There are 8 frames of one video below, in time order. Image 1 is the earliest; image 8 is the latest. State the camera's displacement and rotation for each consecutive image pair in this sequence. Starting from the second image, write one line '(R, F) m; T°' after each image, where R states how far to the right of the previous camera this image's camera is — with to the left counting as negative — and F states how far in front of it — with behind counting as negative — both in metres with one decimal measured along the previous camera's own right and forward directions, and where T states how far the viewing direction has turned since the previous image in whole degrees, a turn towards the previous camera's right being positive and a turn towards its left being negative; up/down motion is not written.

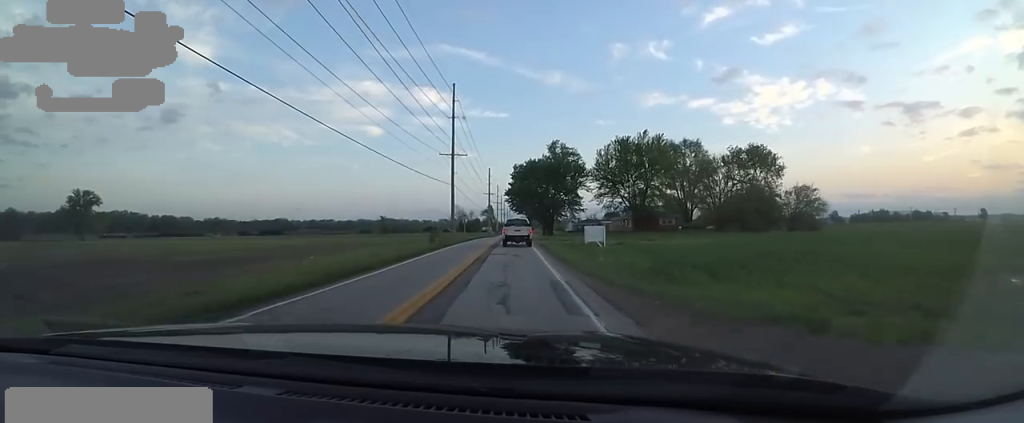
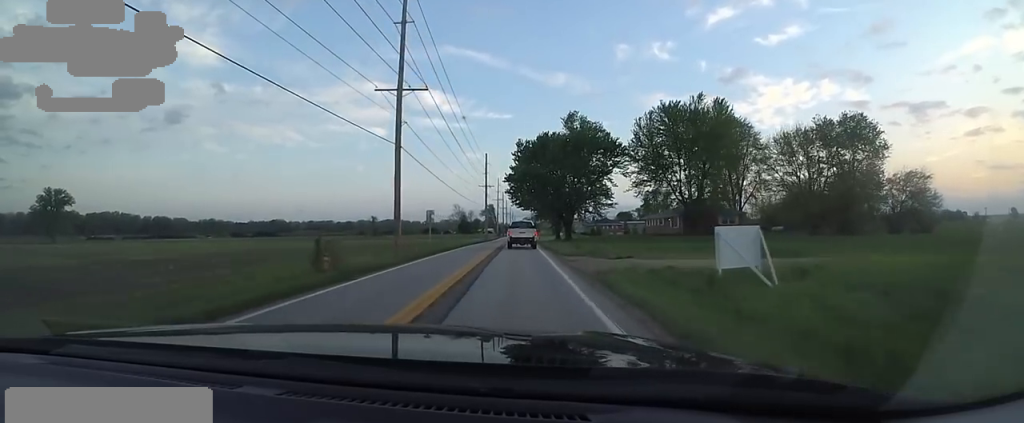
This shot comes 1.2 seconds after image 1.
(+0.7, +23.5) m; 0°
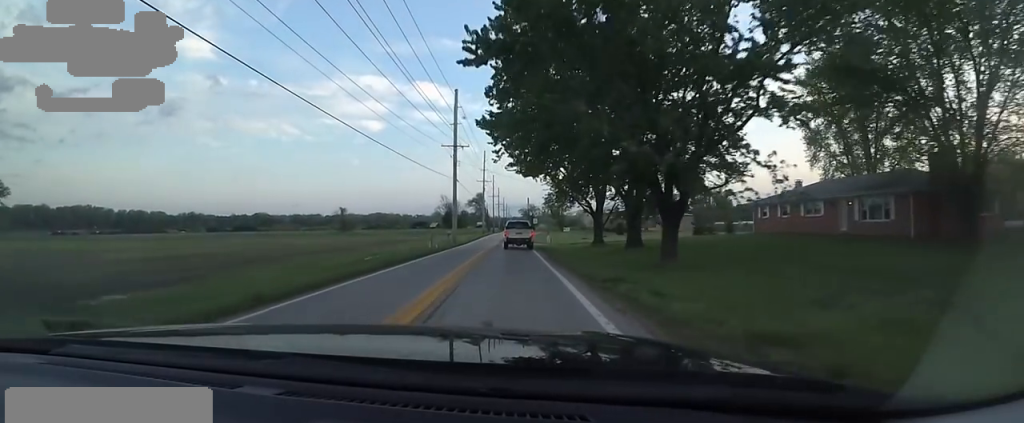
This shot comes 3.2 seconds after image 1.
(-1.2, +39.7) m; -2°
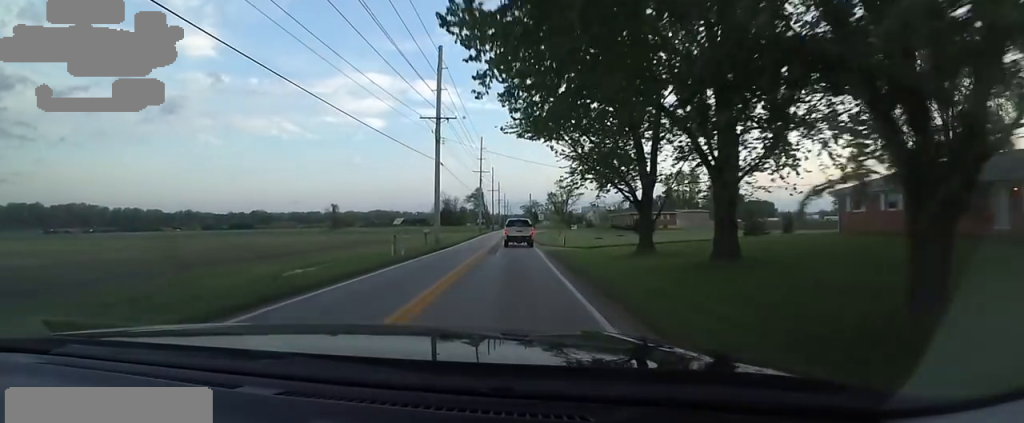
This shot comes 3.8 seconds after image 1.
(+0.2, +12.5) m; +1°
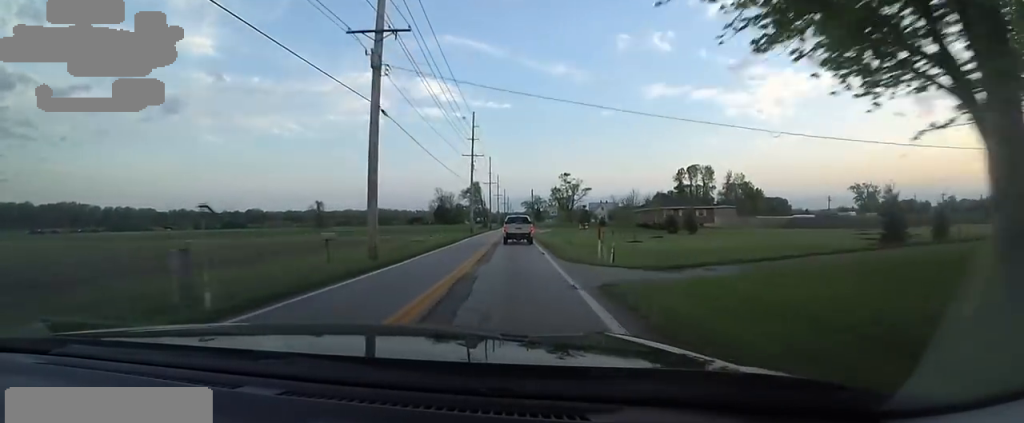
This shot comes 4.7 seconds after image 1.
(0.0, +17.9) m; +2°
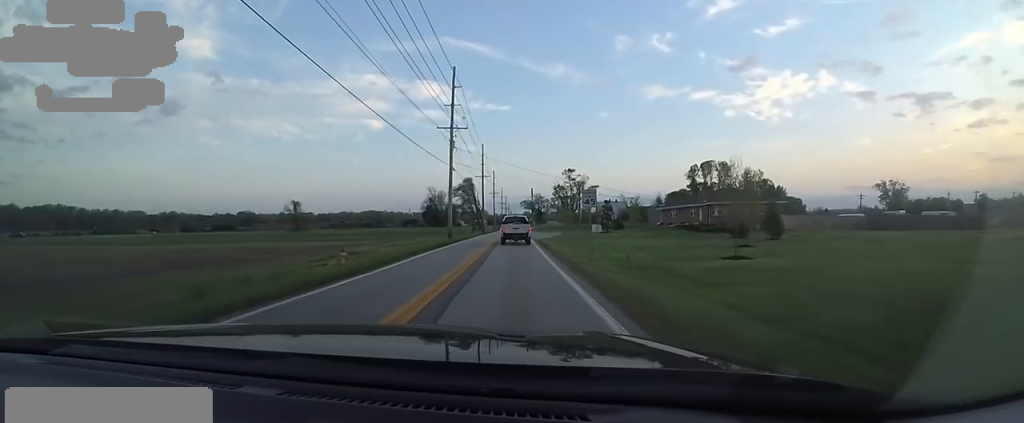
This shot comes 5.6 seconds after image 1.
(+0.5, +19.4) m; 0°
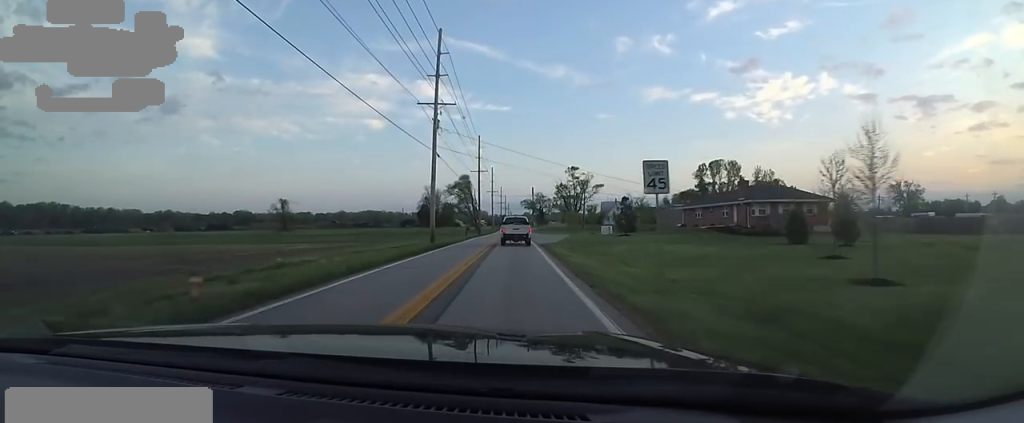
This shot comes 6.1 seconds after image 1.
(+0.2, +9.2) m; -1°
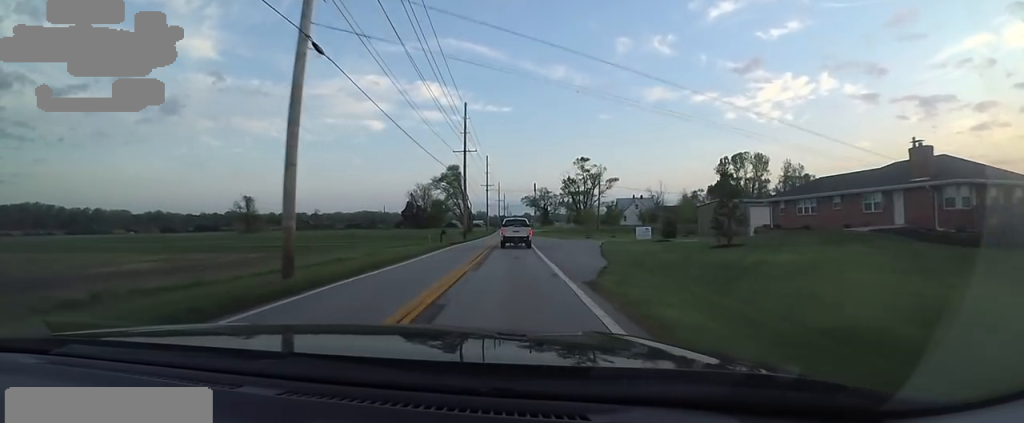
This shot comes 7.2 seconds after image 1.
(-1.0, +22.2) m; 0°
